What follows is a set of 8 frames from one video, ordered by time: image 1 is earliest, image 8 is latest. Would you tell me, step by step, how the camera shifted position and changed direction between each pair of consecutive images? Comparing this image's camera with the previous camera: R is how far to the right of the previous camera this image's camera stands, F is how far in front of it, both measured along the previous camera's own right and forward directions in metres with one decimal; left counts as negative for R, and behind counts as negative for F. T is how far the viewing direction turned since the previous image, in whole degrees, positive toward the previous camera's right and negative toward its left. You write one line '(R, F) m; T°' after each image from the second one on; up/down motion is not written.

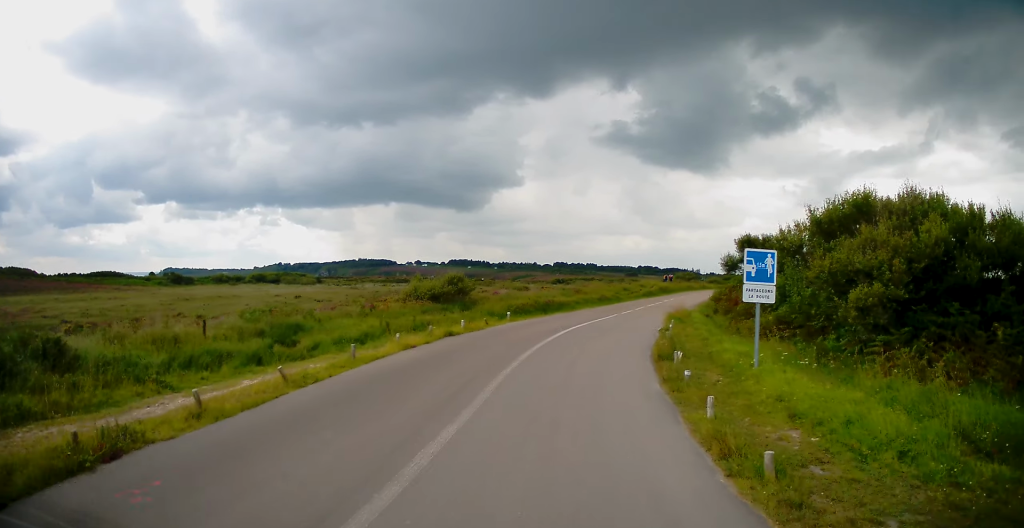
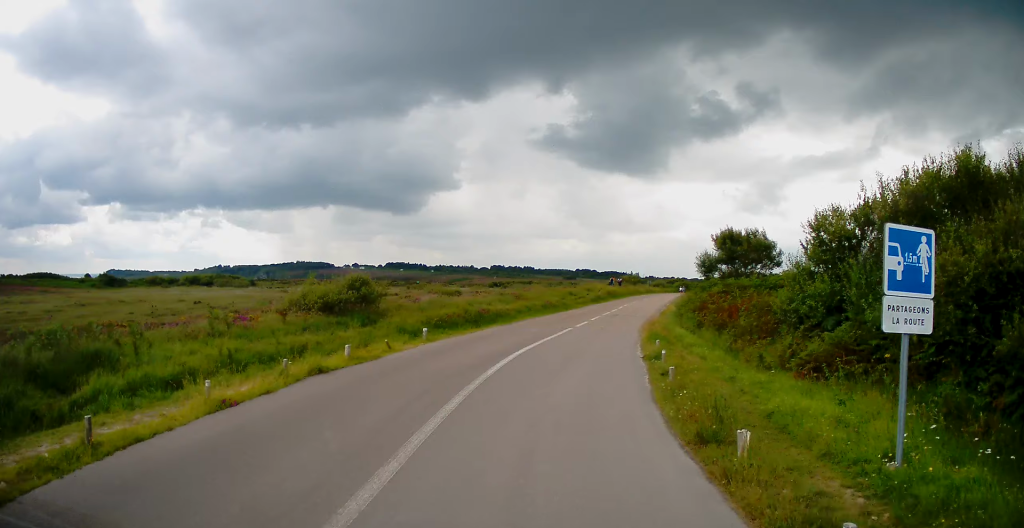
(0.0, +6.0) m; 0°
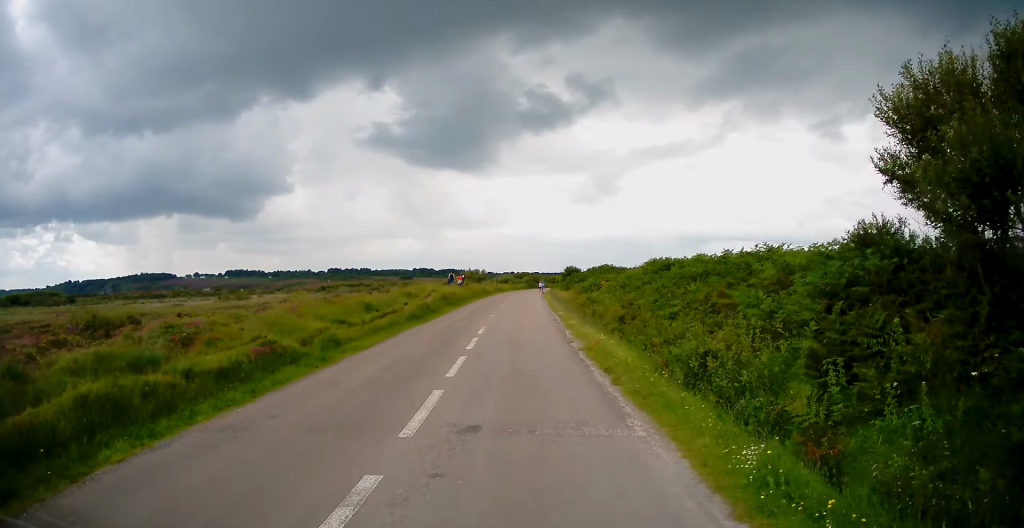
(+4.4, +23.4) m; +17°
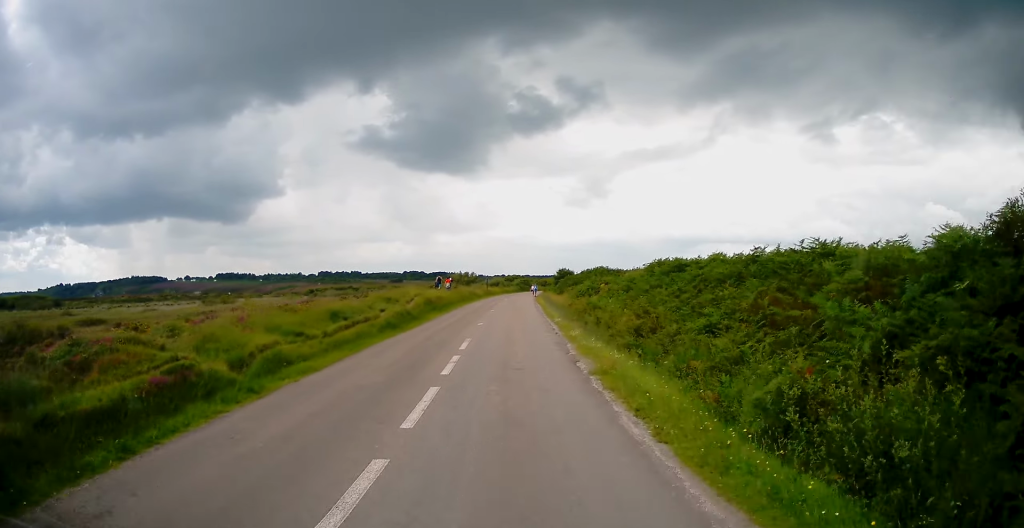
(0.0, +3.7) m; +1°
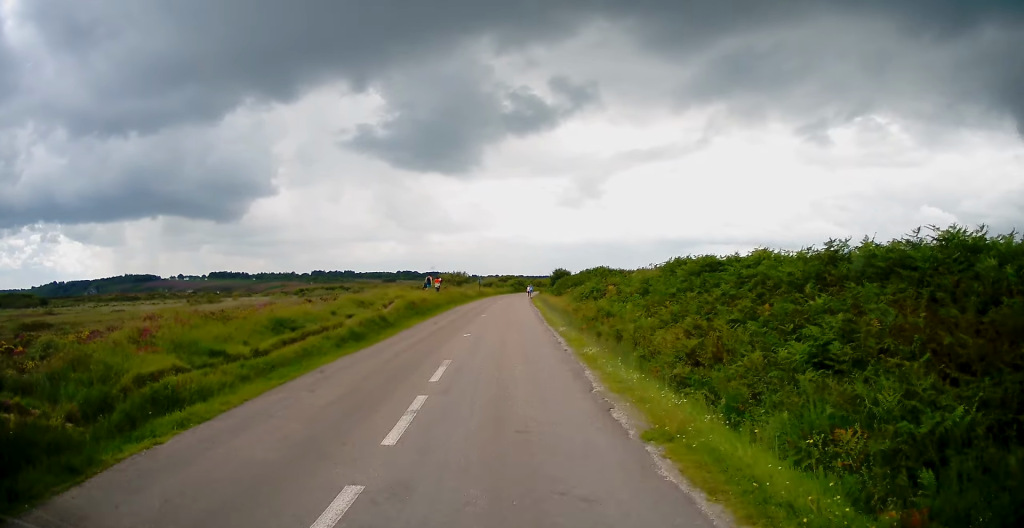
(-0.1, +5.2) m; +1°
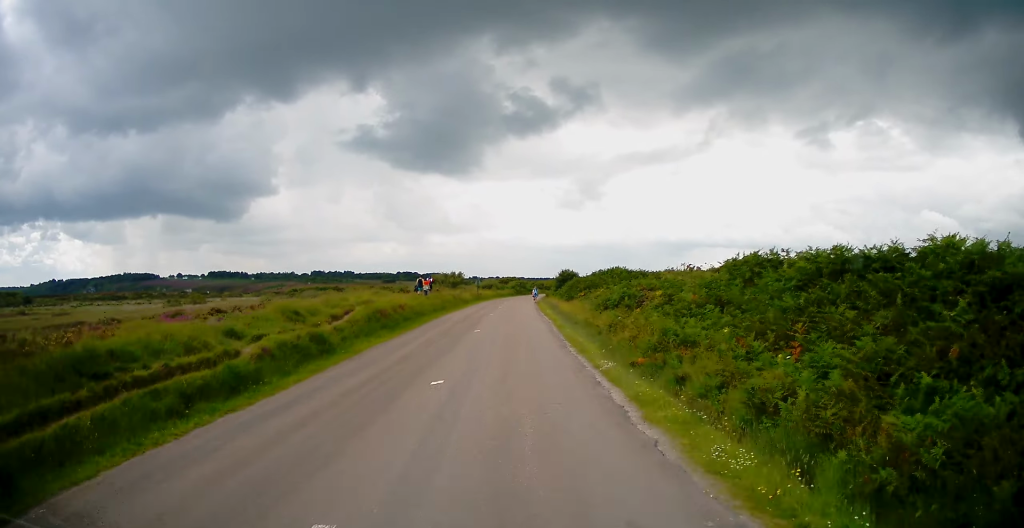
(+0.4, +9.7) m; +3°
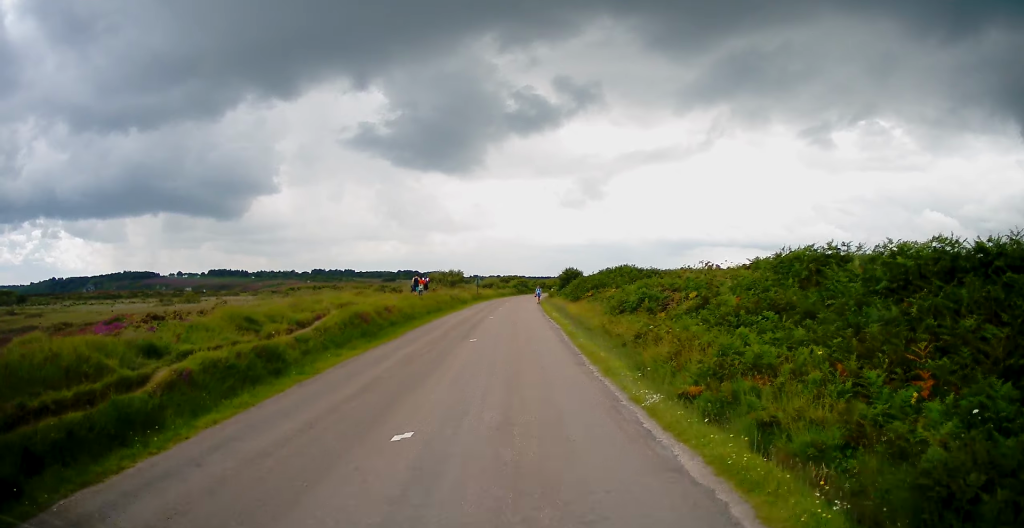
(0.0, +3.9) m; -1°
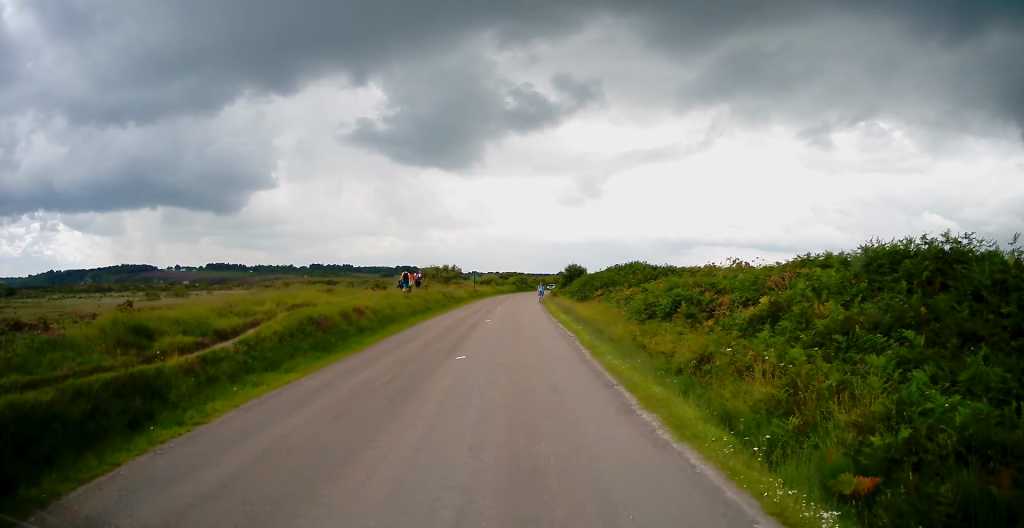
(0.0, +5.3) m; -1°
